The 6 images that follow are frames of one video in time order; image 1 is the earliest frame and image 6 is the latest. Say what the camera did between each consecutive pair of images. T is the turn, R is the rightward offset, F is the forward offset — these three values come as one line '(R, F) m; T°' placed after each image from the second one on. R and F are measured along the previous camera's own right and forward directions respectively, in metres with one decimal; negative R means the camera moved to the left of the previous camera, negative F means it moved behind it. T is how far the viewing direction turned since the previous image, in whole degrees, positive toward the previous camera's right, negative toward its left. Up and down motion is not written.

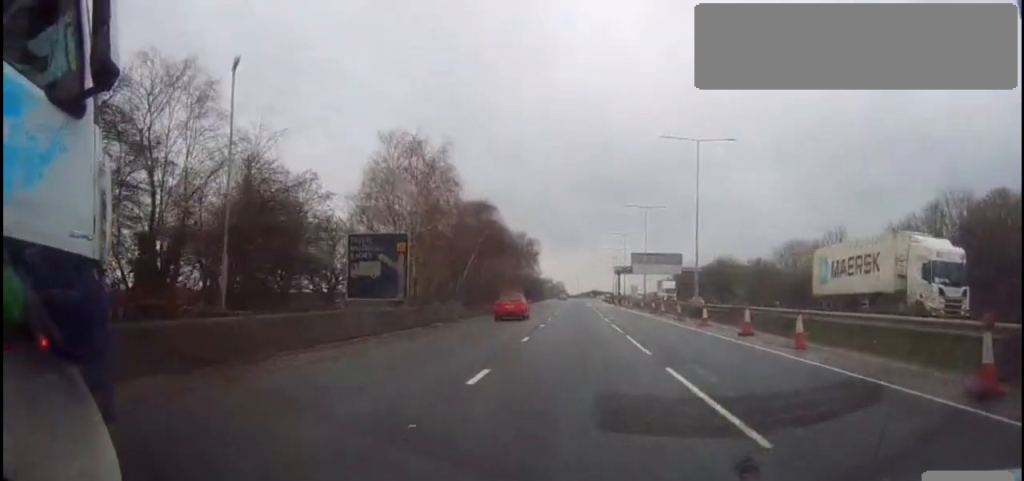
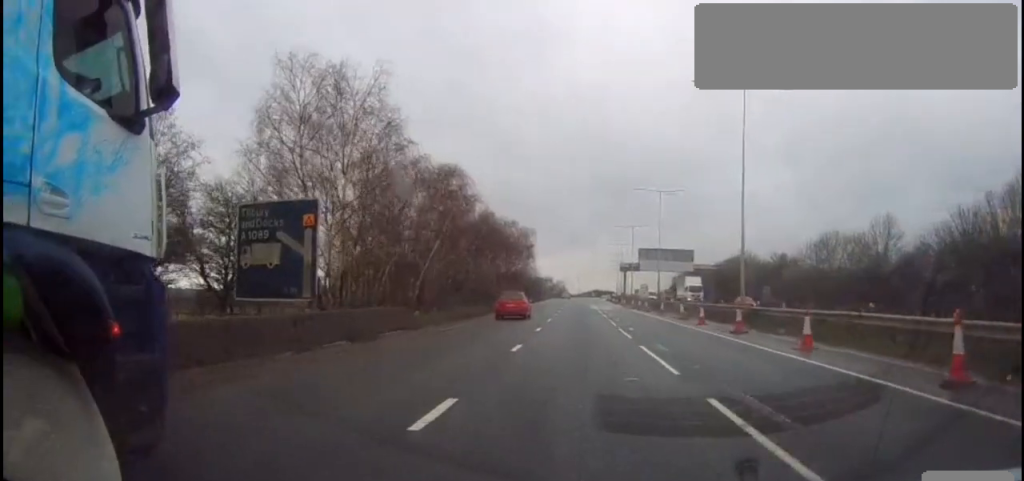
(0.0, +11.8) m; +1°
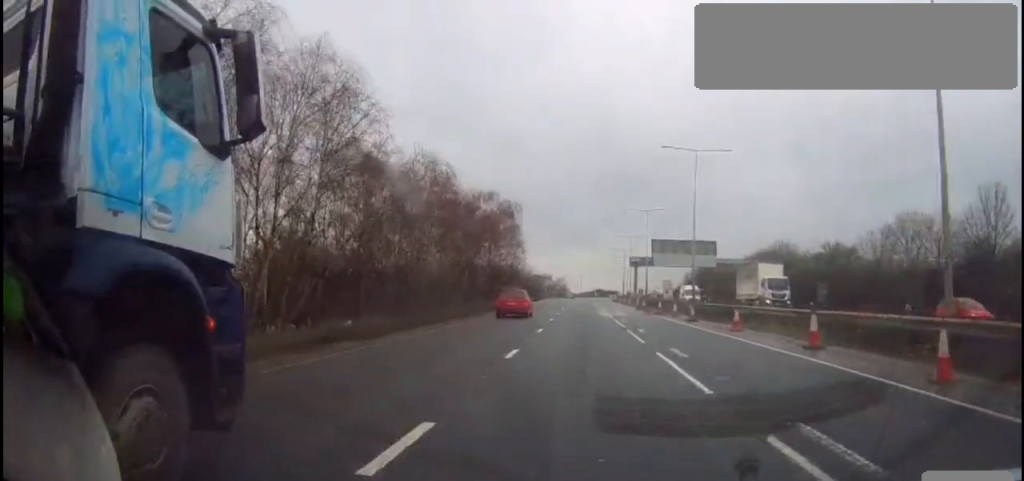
(+0.4, +19.9) m; +1°
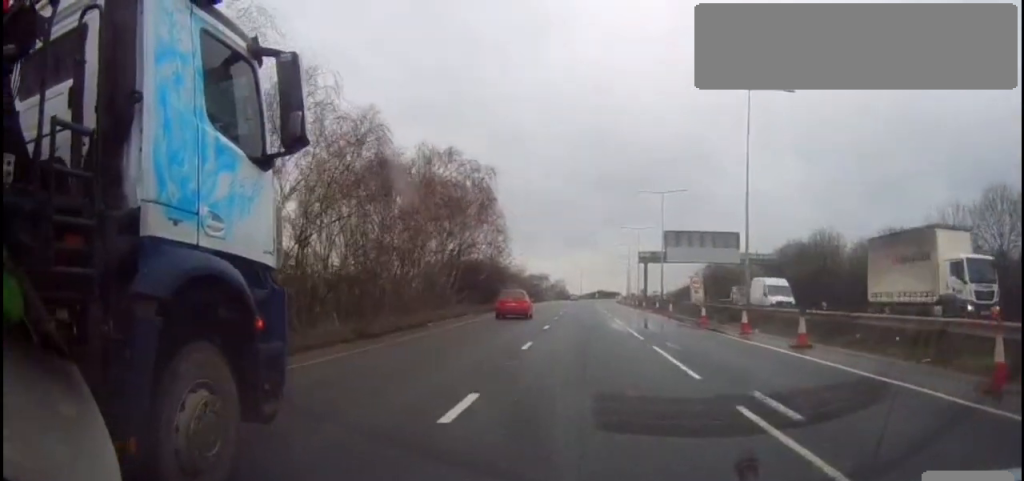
(-0.1, +16.0) m; -1°
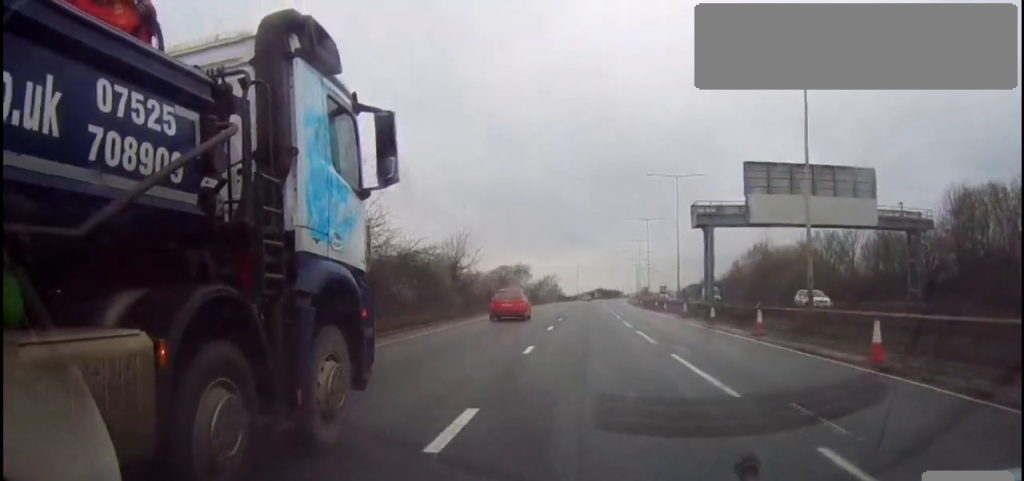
(-0.5, +45.7) m; -1°
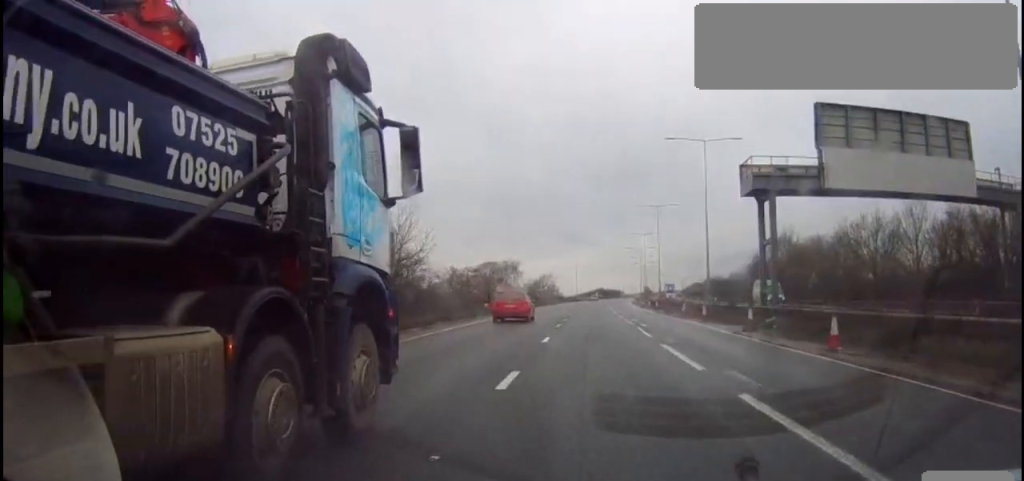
(-0.1, +13.7) m; +1°
